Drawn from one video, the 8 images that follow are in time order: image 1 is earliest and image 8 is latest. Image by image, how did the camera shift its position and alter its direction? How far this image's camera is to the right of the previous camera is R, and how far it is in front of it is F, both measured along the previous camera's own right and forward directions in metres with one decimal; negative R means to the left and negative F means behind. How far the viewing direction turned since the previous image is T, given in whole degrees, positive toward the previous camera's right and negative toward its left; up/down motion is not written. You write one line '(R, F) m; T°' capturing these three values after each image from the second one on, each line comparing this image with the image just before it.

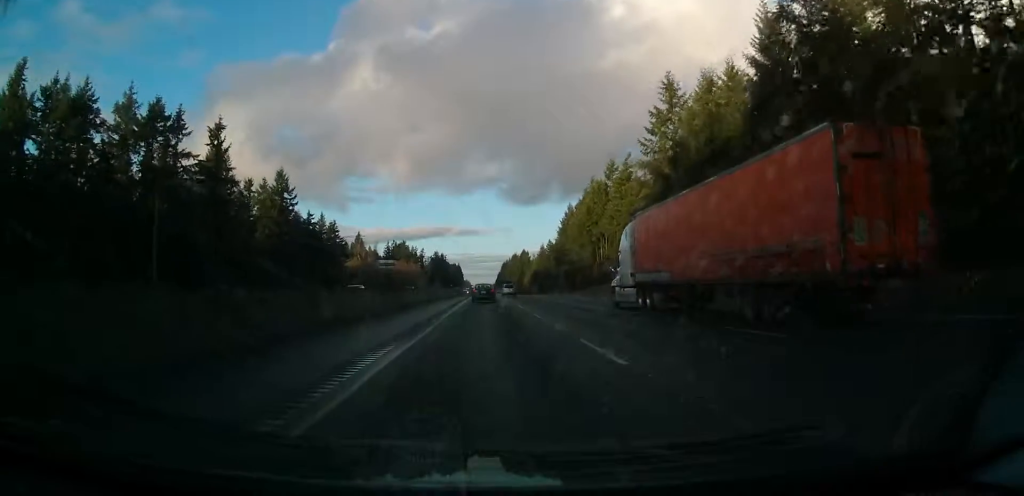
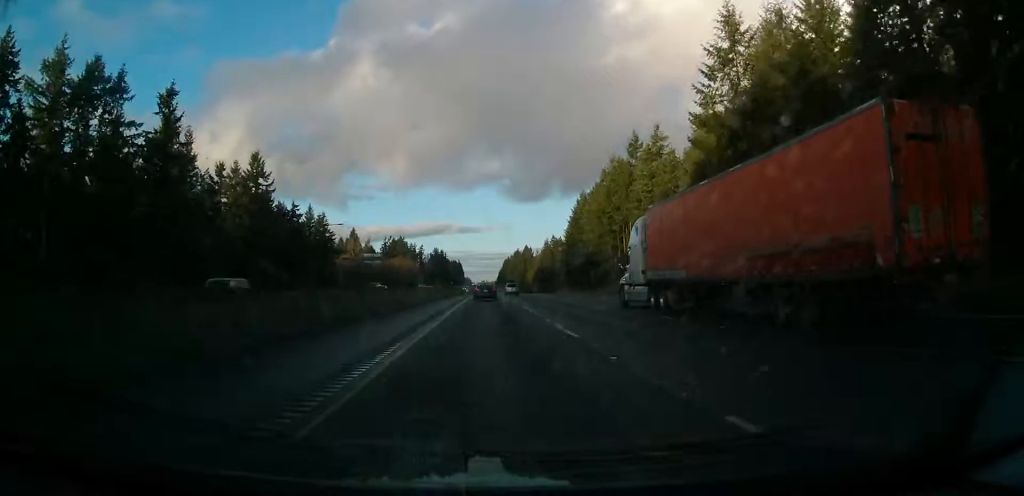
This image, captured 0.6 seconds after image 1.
(+0.1, +19.3) m; 0°
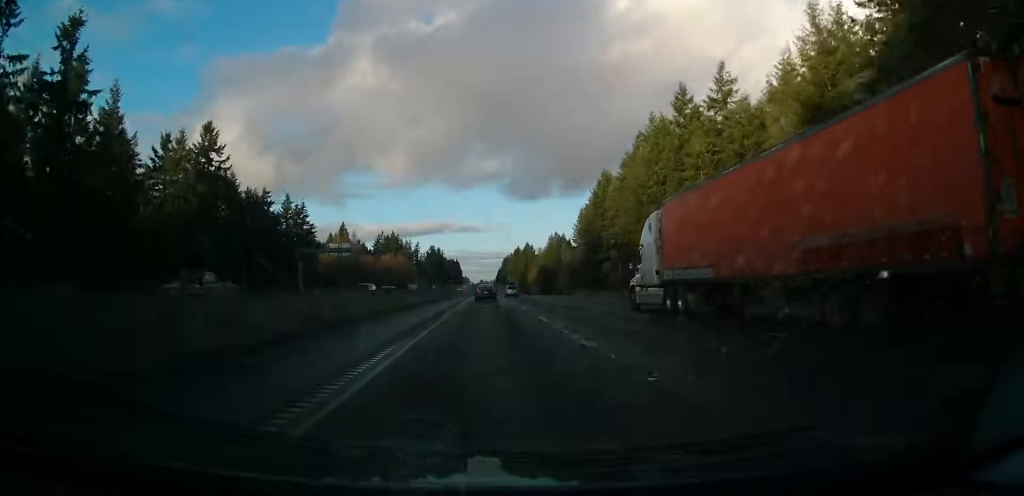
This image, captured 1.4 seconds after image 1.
(+0.2, +26.9) m; 0°
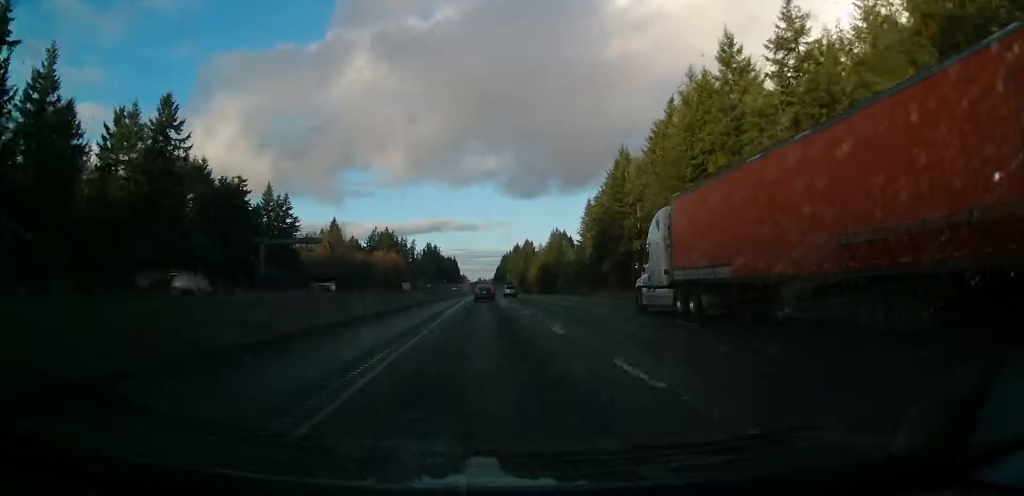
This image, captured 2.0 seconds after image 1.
(+0.1, +17.2) m; 0°
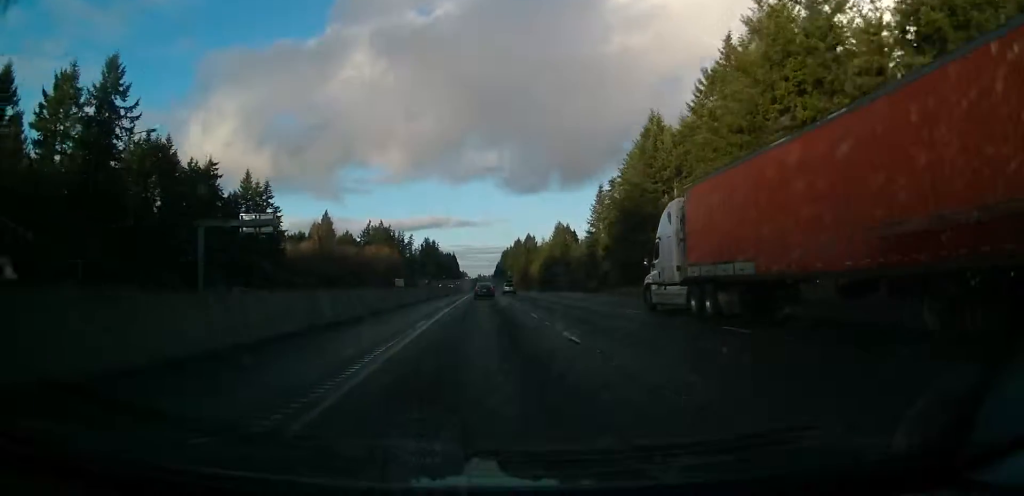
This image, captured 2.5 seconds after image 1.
(-0.1, +18.3) m; 0°
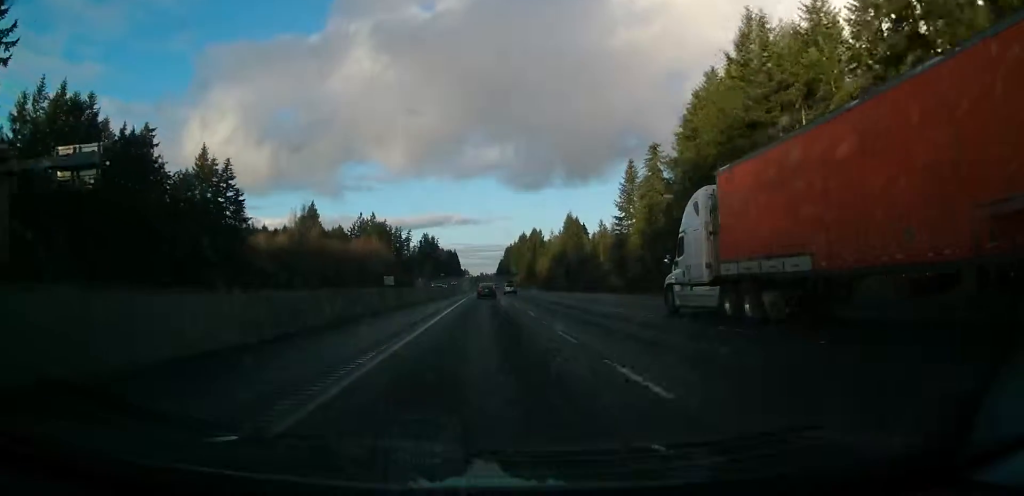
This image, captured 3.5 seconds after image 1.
(-0.2, +31.2) m; 0°
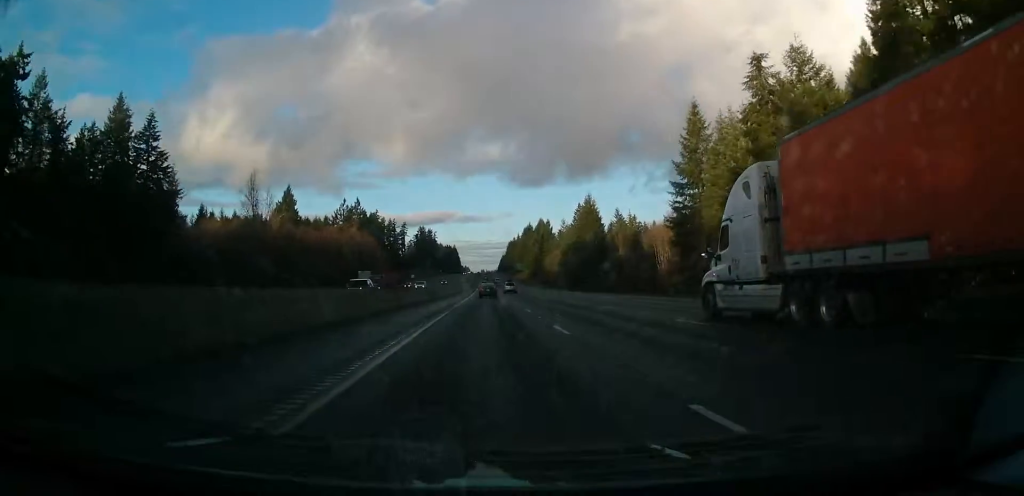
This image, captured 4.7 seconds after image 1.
(0.0, +39.9) m; 0°
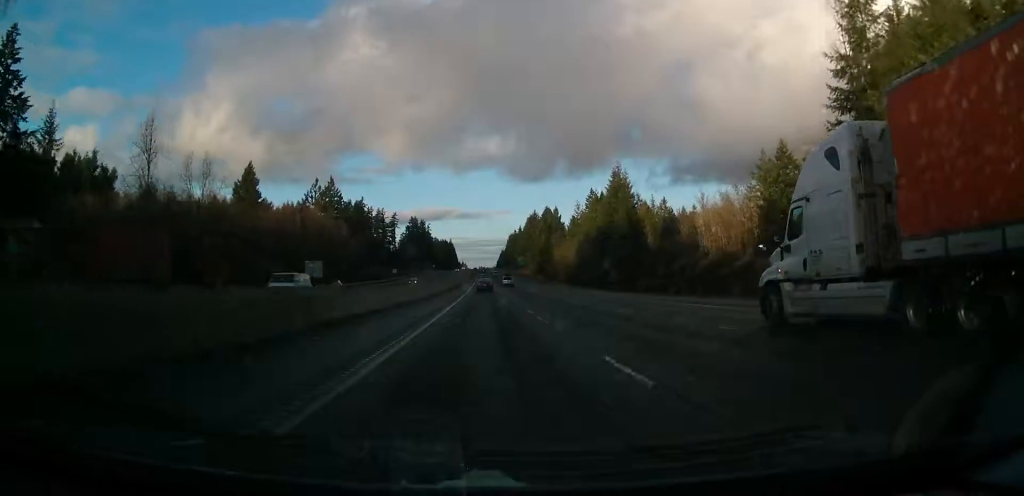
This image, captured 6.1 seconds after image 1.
(+0.2, +44.5) m; 0°
